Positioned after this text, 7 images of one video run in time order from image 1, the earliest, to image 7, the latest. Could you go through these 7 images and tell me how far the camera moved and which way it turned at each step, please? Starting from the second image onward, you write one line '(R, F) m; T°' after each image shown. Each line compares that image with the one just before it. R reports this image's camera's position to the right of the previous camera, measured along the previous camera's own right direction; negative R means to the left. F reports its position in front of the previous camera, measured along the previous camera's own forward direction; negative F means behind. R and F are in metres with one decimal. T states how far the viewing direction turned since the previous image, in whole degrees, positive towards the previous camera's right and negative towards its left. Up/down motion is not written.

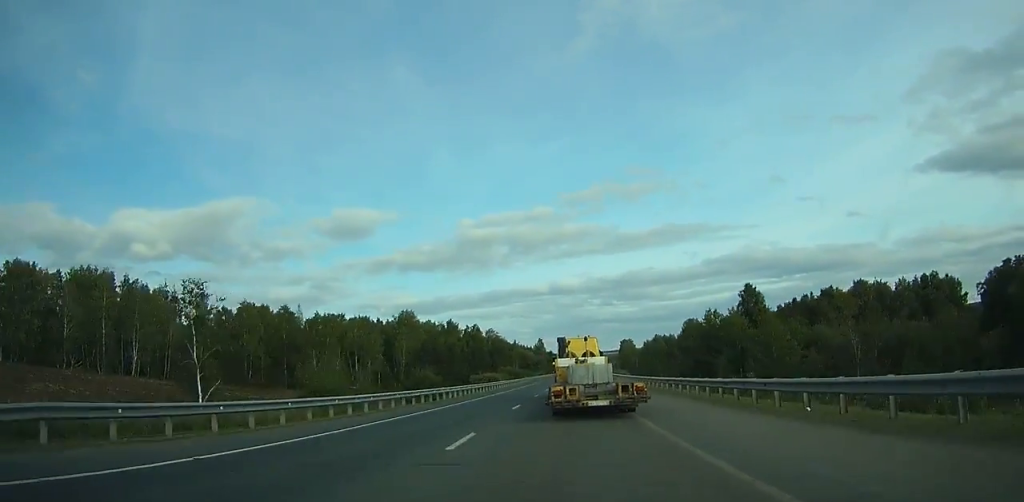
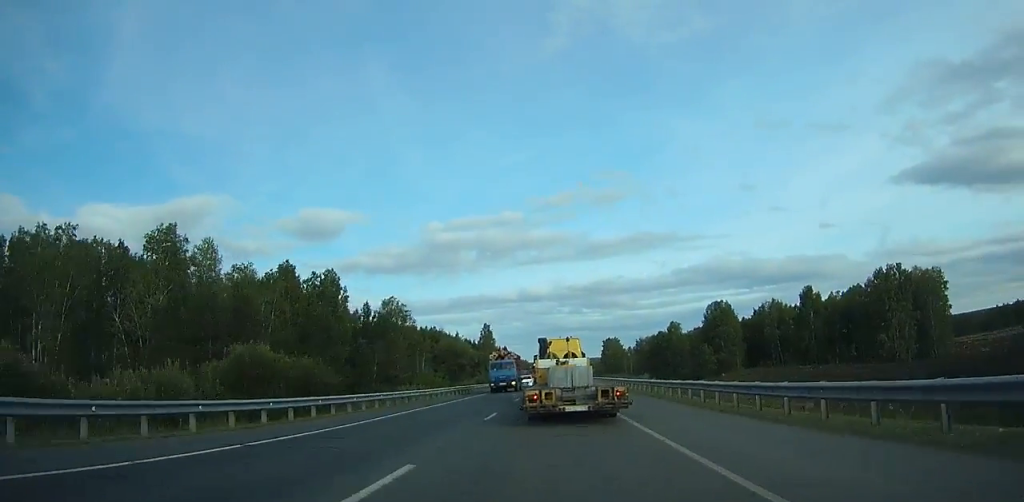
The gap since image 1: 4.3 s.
(+1.4, +85.2) m; +2°
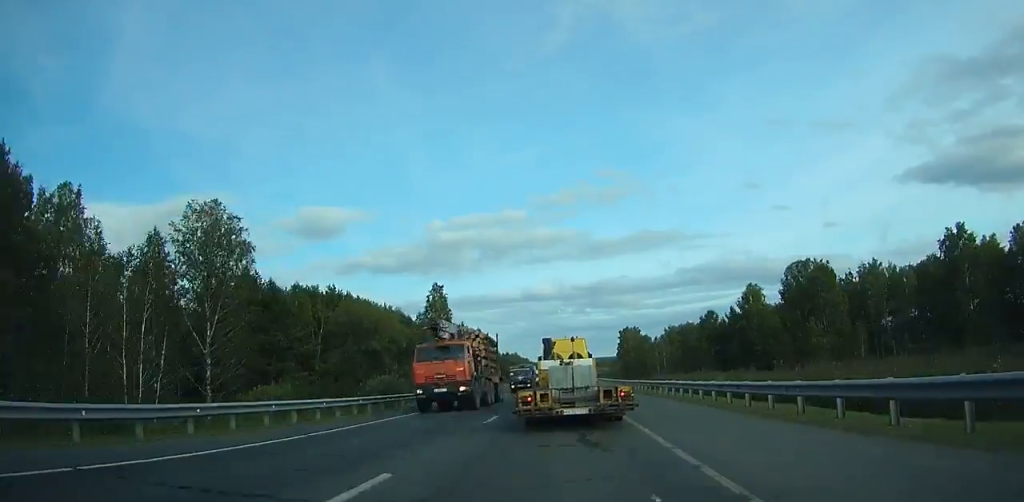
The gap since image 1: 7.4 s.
(+0.5, +60.9) m; +1°
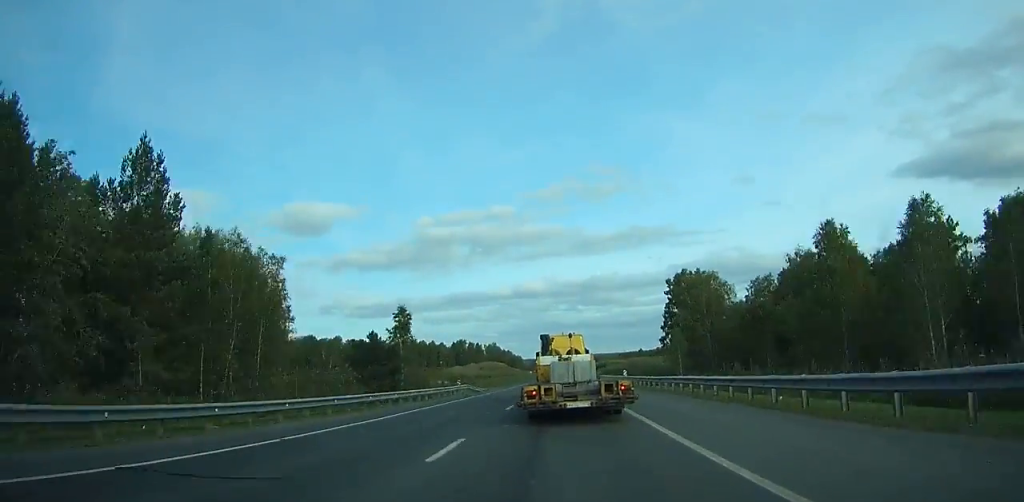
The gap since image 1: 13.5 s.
(+0.5, +116.3) m; 0°
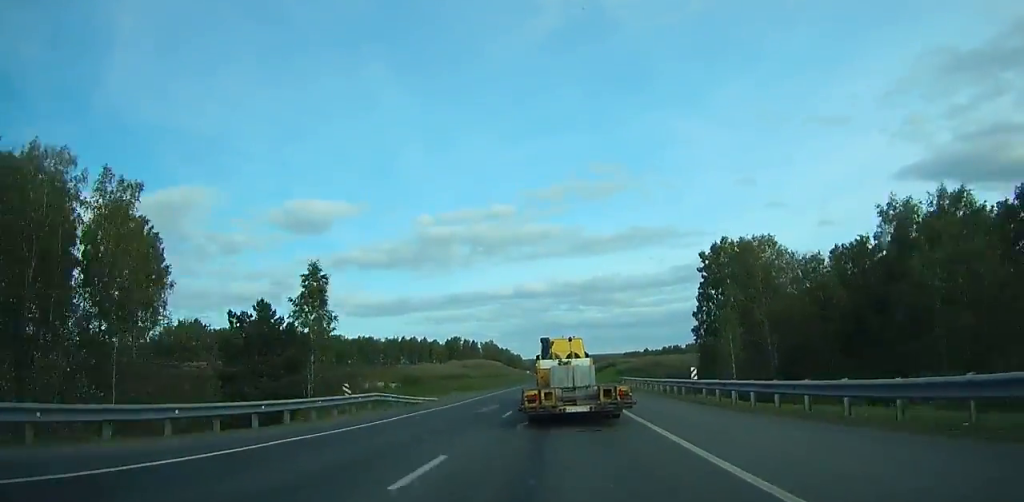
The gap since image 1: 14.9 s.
(0.0, +26.0) m; 0°
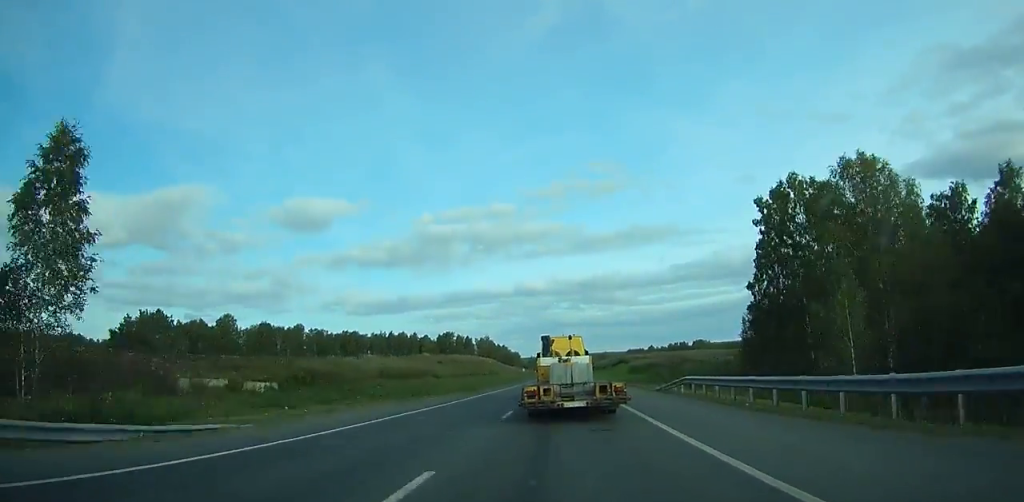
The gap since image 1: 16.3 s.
(-0.1, +26.0) m; 0°
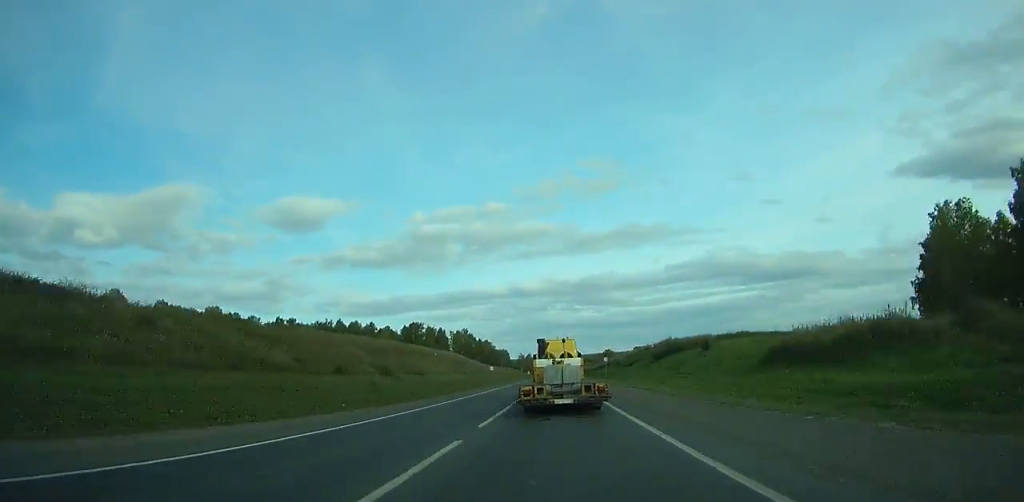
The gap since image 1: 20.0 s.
(+0.3, +68.6) m; 0°
